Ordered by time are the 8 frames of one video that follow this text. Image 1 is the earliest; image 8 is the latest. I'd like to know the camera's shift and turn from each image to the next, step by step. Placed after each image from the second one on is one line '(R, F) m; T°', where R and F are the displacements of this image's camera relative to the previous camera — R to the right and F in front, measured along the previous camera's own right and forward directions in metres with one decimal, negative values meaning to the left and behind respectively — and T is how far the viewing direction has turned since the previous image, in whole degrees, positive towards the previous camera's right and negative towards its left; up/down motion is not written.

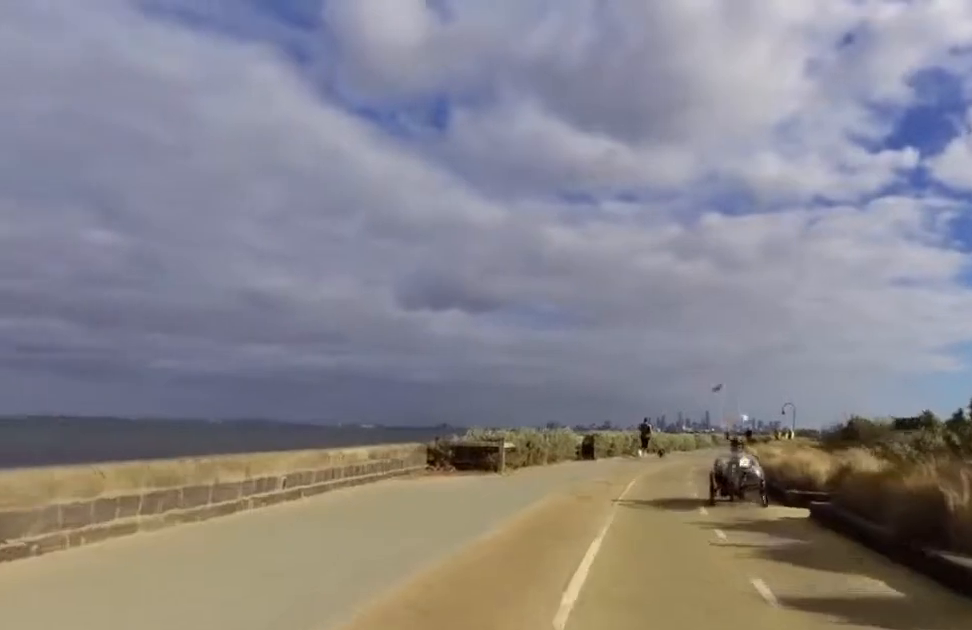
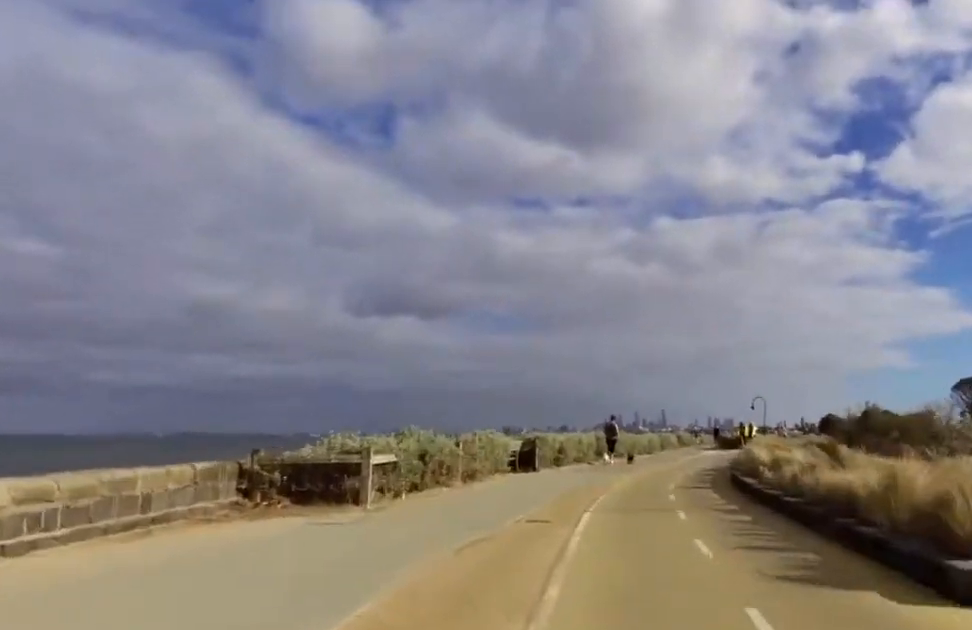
(+0.9, +6.9) m; +3°
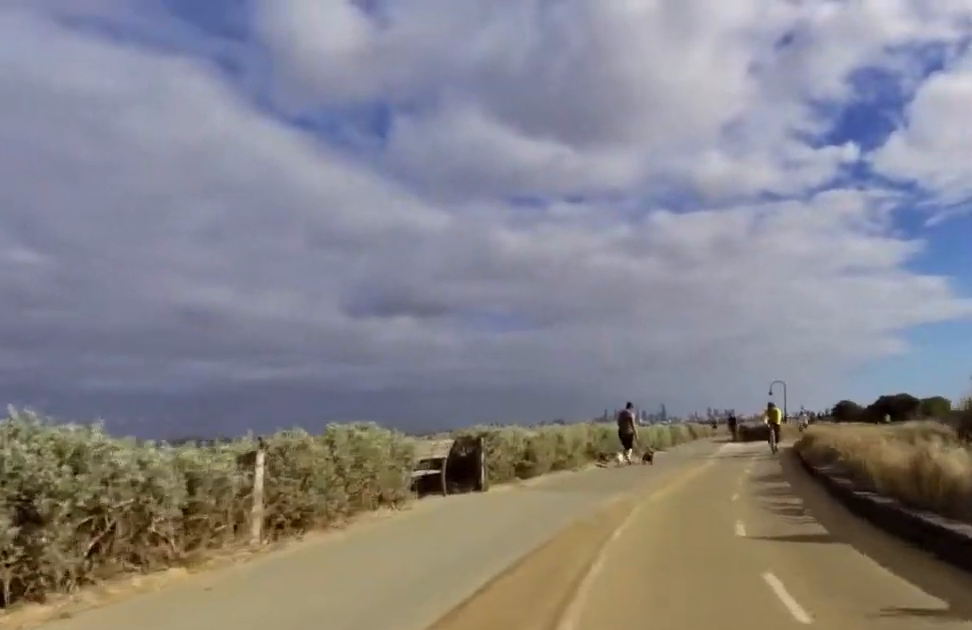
(-0.6, +8.5) m; -9°
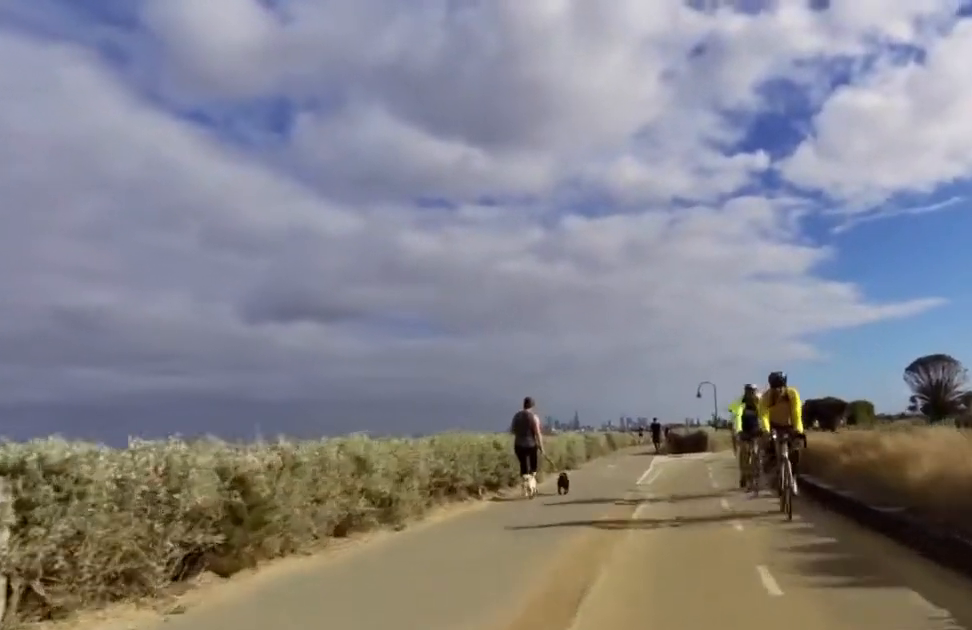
(-0.3, +8.3) m; +8°
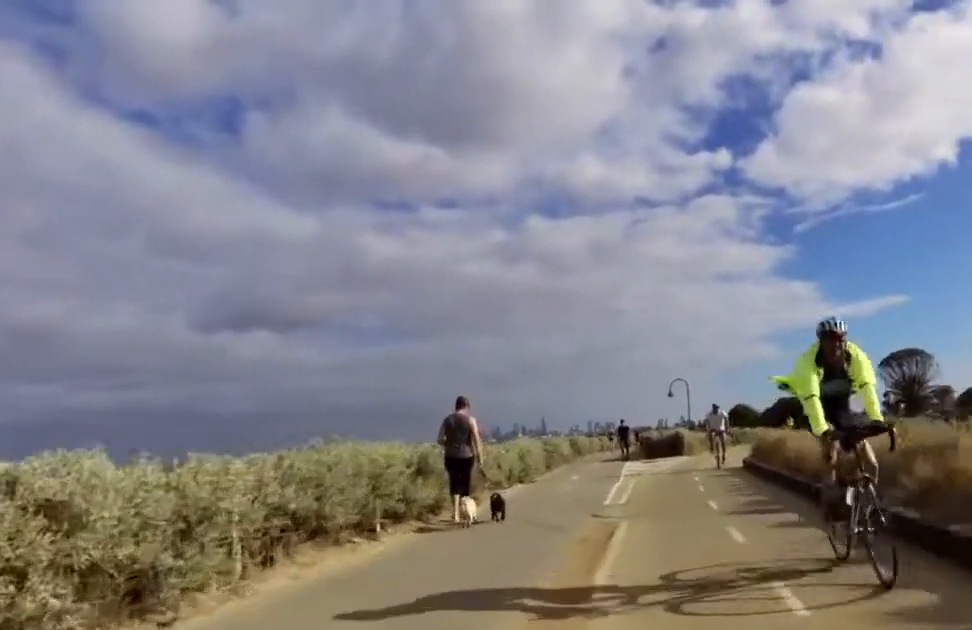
(+0.6, +3.9) m; +5°
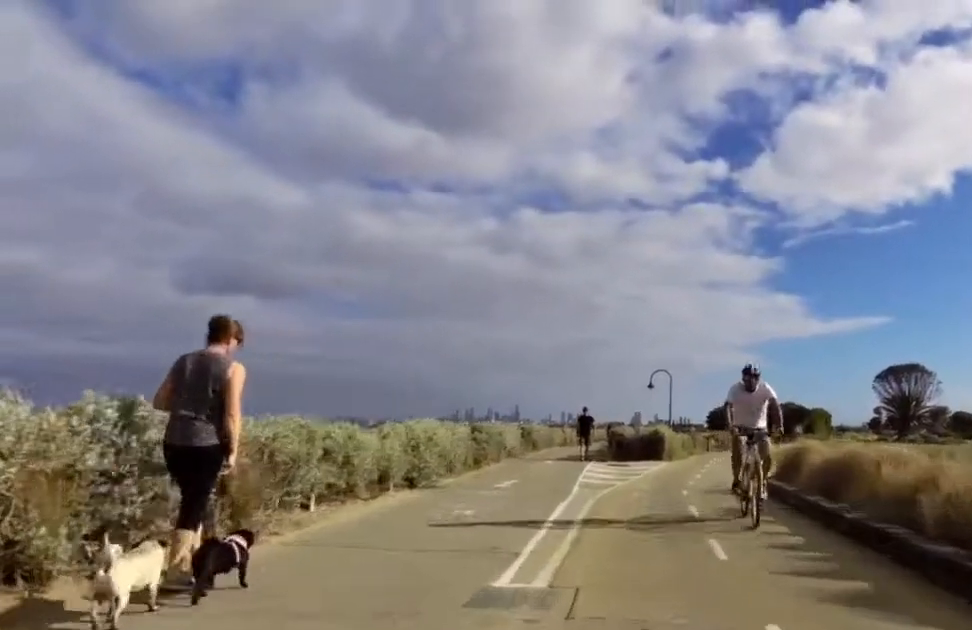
(+0.6, +7.2) m; +5°
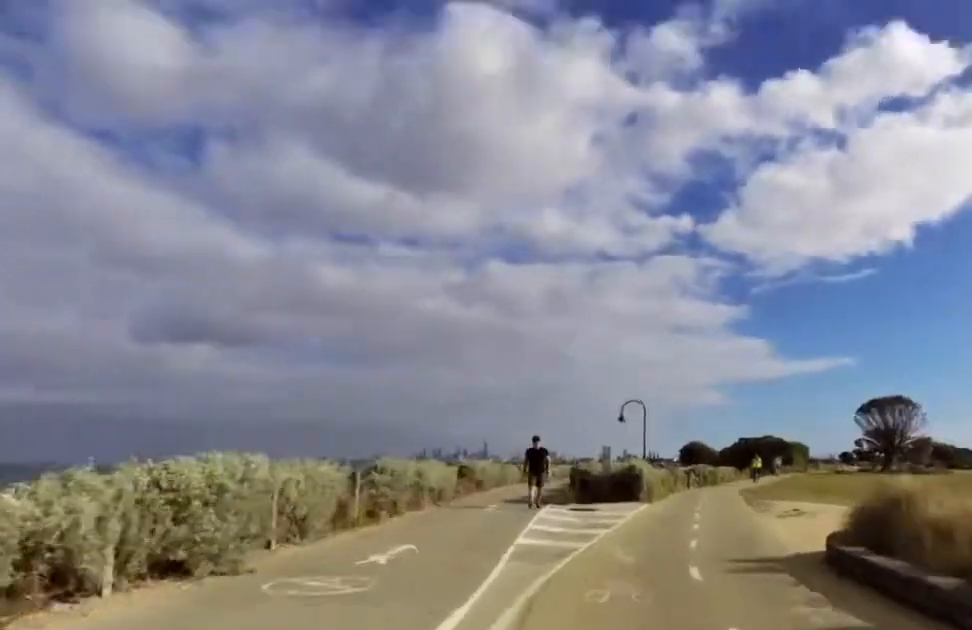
(0.0, +5.7) m; 0°
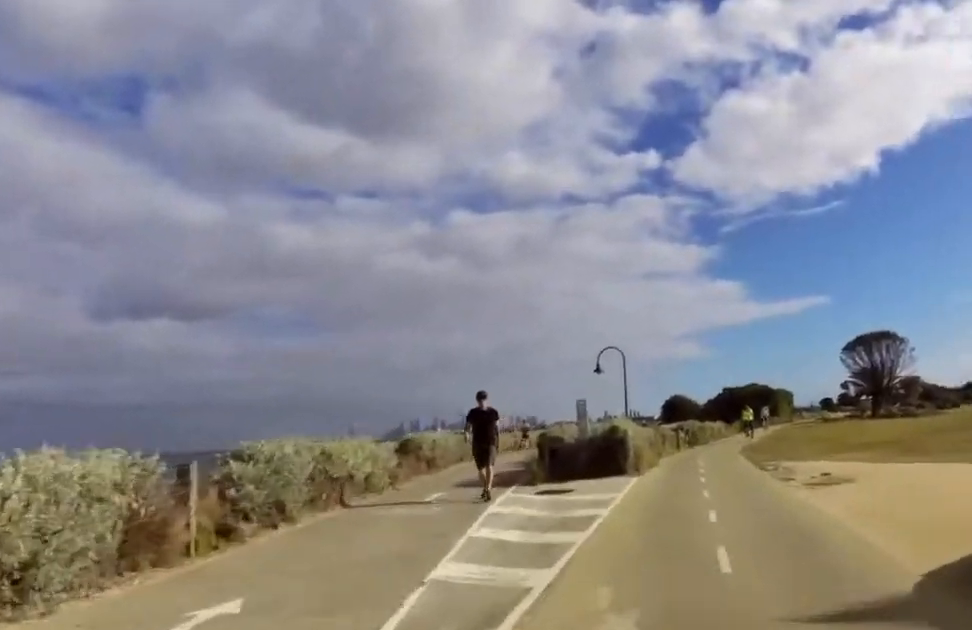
(0.0, +4.0) m; +1°
